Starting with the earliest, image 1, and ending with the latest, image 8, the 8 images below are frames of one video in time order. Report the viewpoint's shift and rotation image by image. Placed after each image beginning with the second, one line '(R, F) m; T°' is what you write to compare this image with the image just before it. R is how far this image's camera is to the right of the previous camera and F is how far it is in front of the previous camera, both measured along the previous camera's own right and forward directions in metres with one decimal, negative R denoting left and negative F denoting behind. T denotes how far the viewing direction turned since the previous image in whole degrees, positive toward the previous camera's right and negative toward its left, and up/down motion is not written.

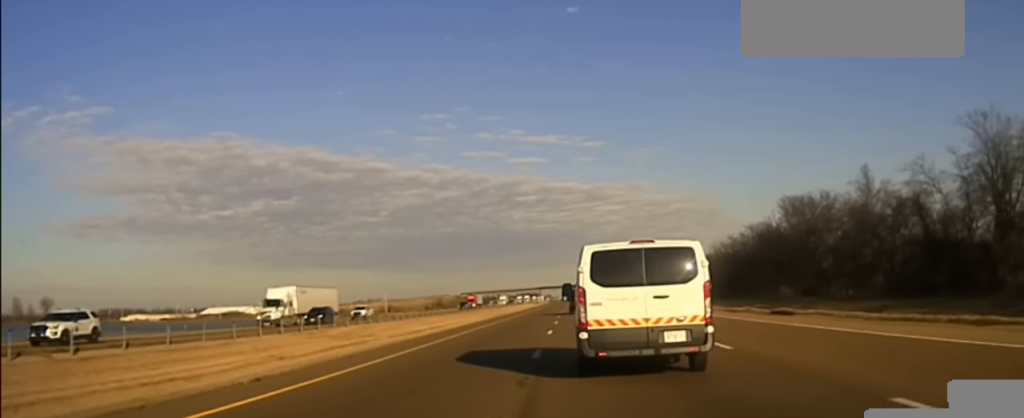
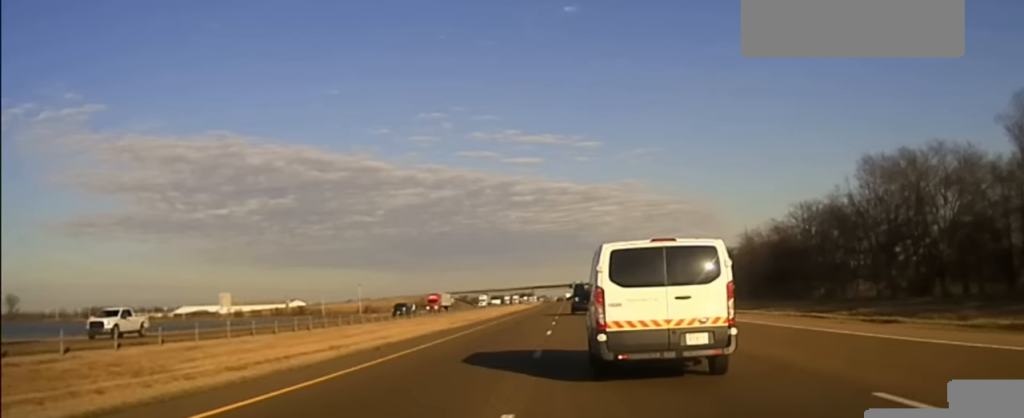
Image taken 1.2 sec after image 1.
(+0.5, +38.1) m; +1°
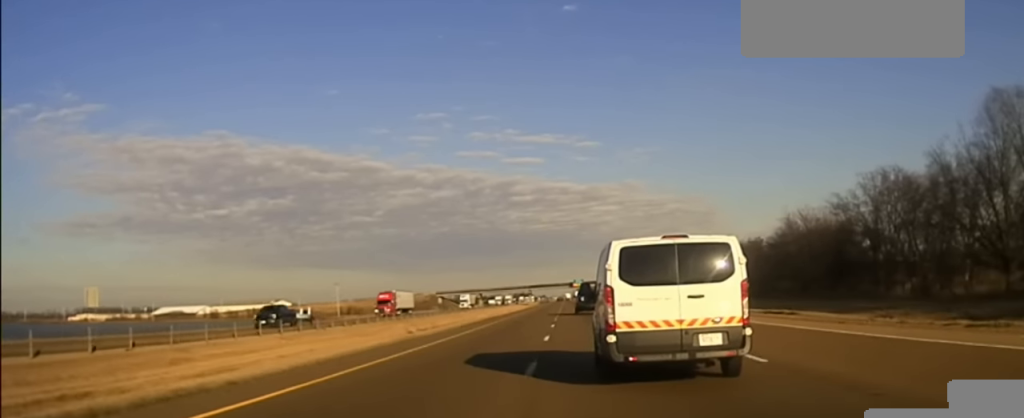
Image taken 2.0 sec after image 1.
(0.0, +26.9) m; 0°
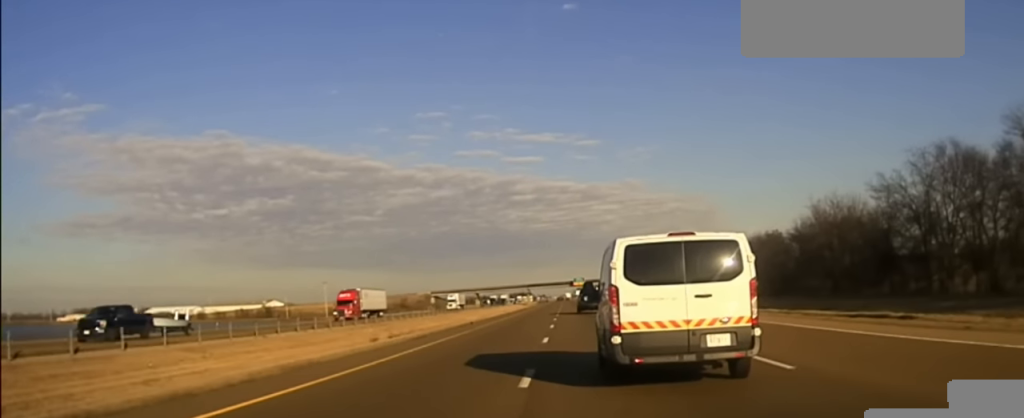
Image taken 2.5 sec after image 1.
(0.0, +16.1) m; 0°
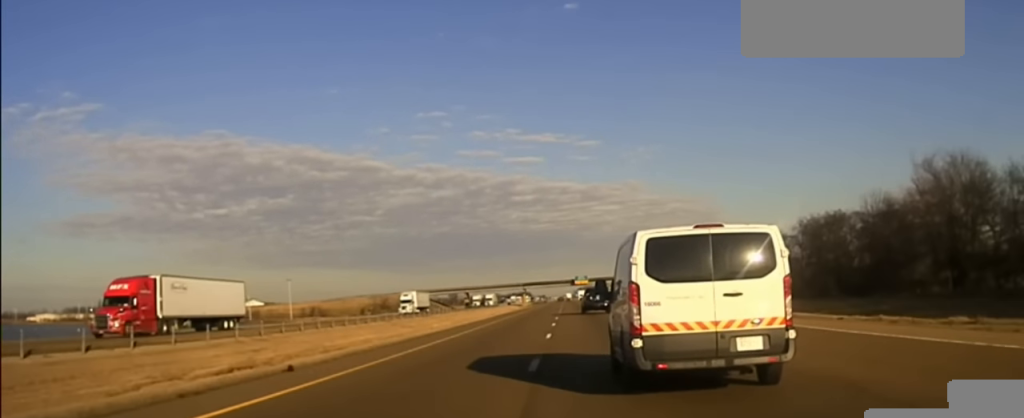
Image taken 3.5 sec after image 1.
(+0.1, +32.4) m; 0°
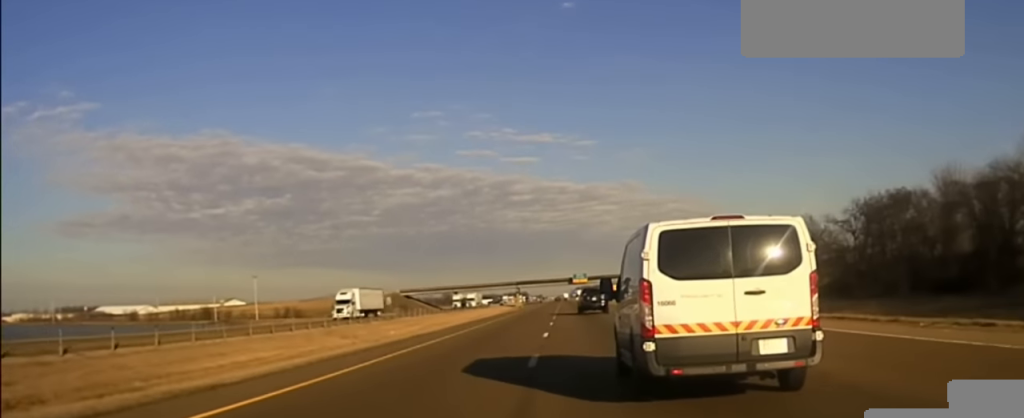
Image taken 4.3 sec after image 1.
(0.0, +23.9) m; 0°
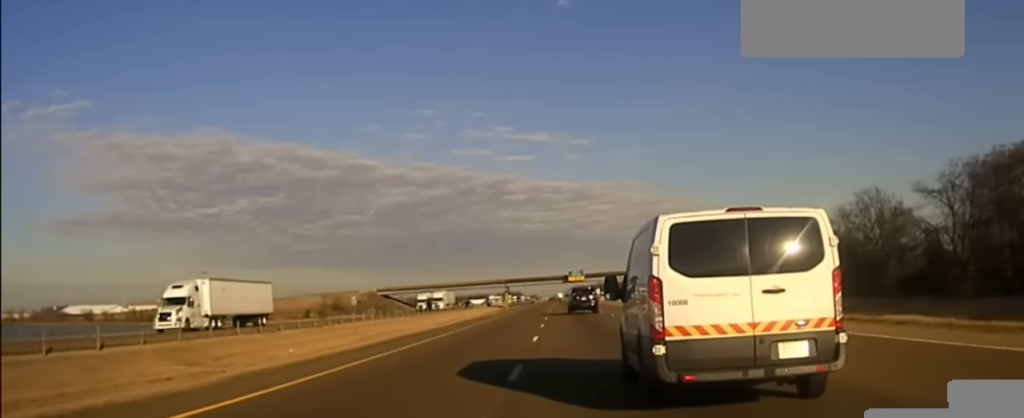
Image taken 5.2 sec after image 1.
(0.0, +26.9) m; 0°
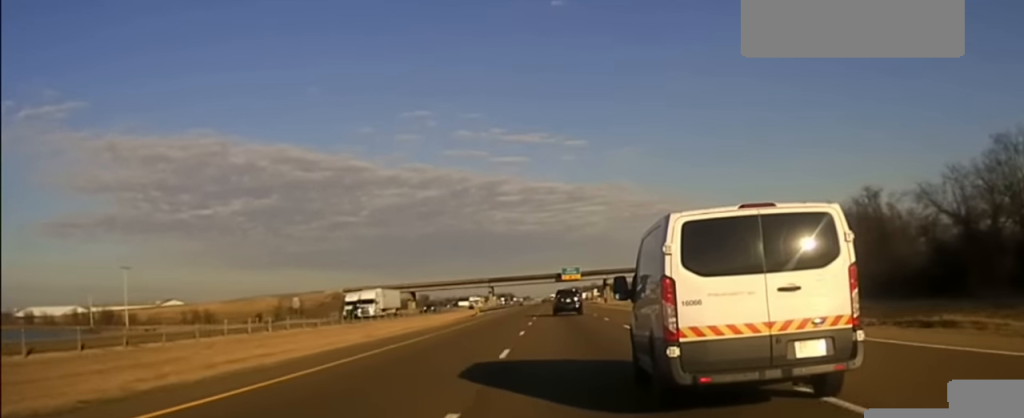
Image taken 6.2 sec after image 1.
(+0.2, +30.6) m; 0°
